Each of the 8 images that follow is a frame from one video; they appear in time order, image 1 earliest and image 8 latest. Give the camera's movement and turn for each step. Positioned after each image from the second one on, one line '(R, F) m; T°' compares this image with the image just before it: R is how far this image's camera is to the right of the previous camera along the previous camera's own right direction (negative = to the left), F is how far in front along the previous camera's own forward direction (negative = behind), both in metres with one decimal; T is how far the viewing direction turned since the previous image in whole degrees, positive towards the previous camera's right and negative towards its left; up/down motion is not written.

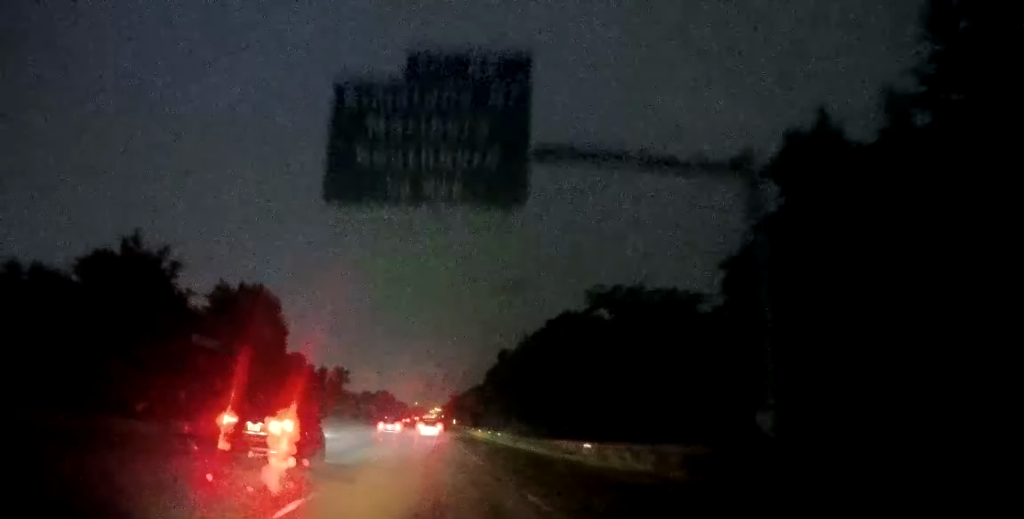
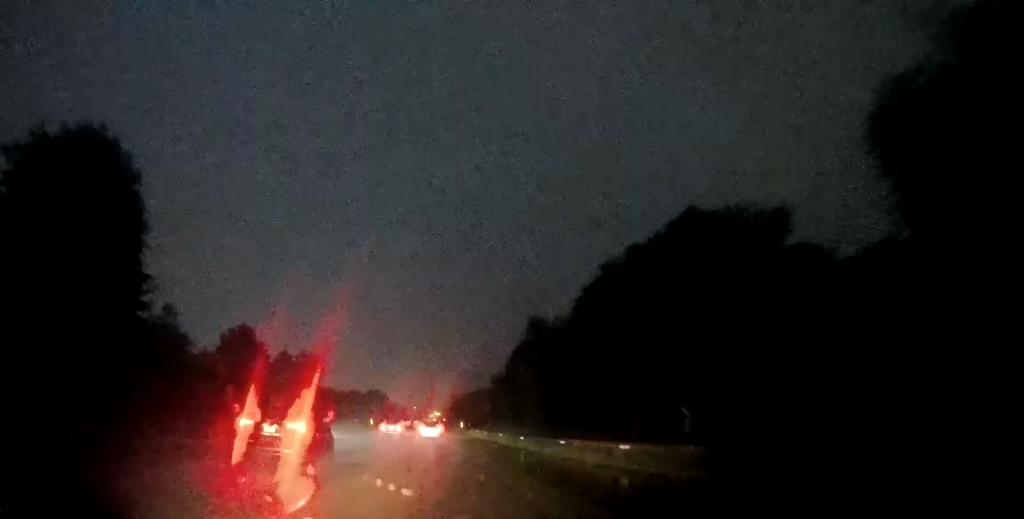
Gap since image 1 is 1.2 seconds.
(+0.7, +35.6) m; 0°
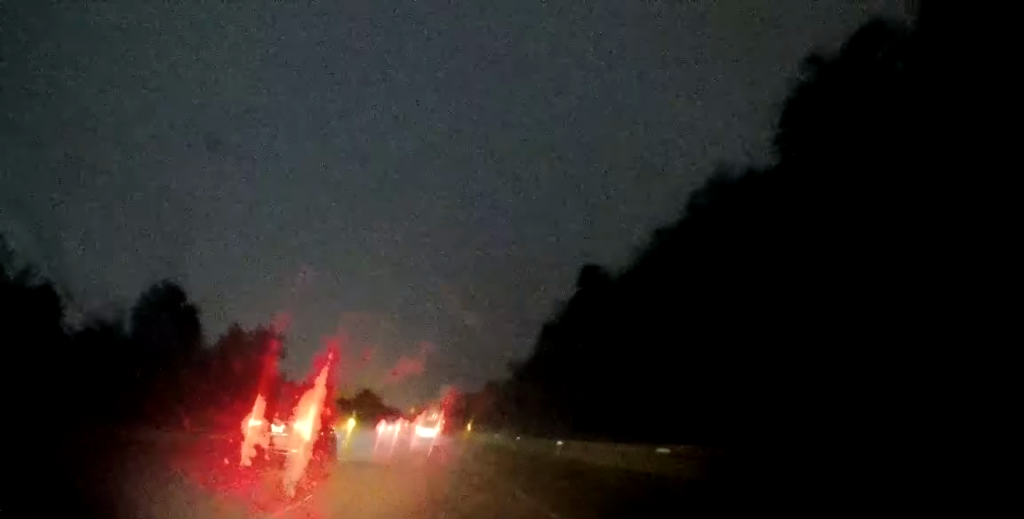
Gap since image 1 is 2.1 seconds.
(-0.5, +26.0) m; 0°
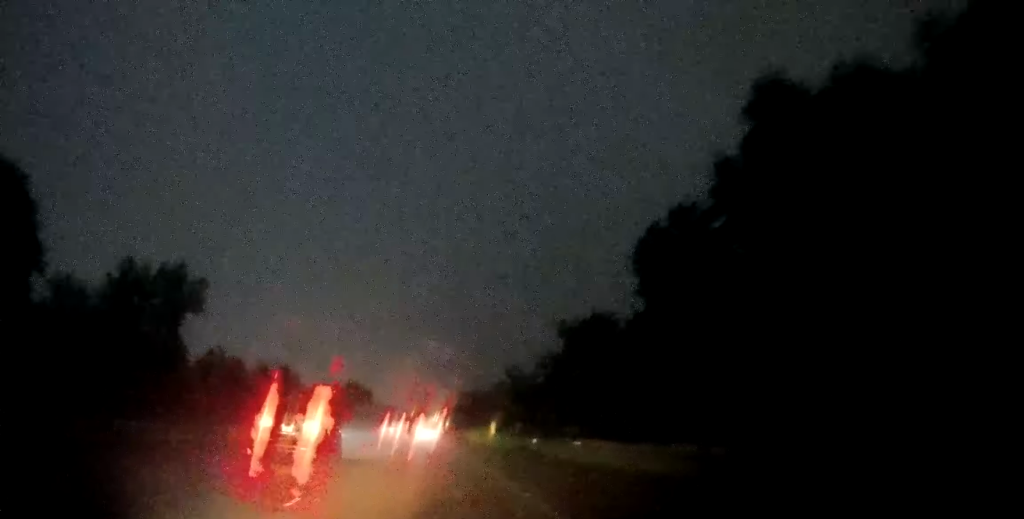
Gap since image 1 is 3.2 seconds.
(+0.3, +29.9) m; +1°
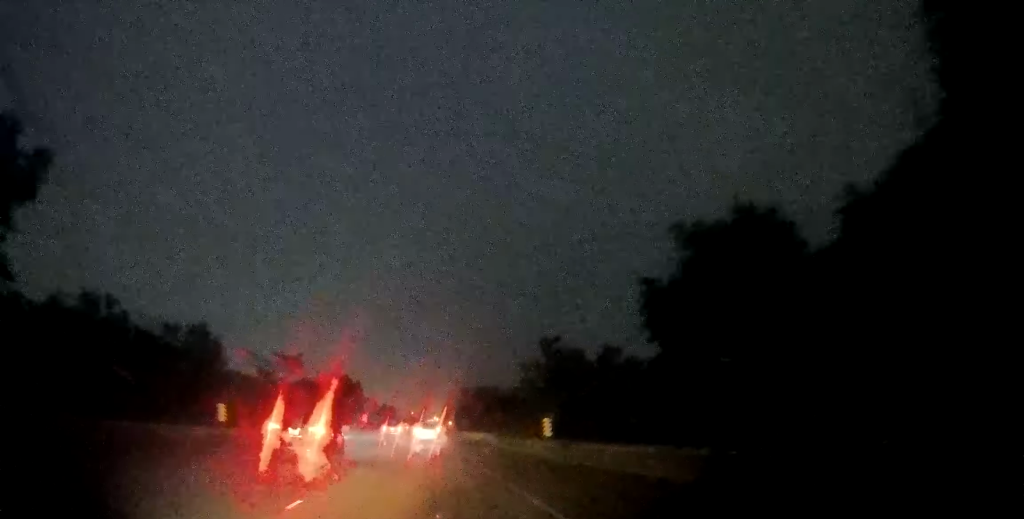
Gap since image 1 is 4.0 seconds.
(+0.2, +25.2) m; -1°
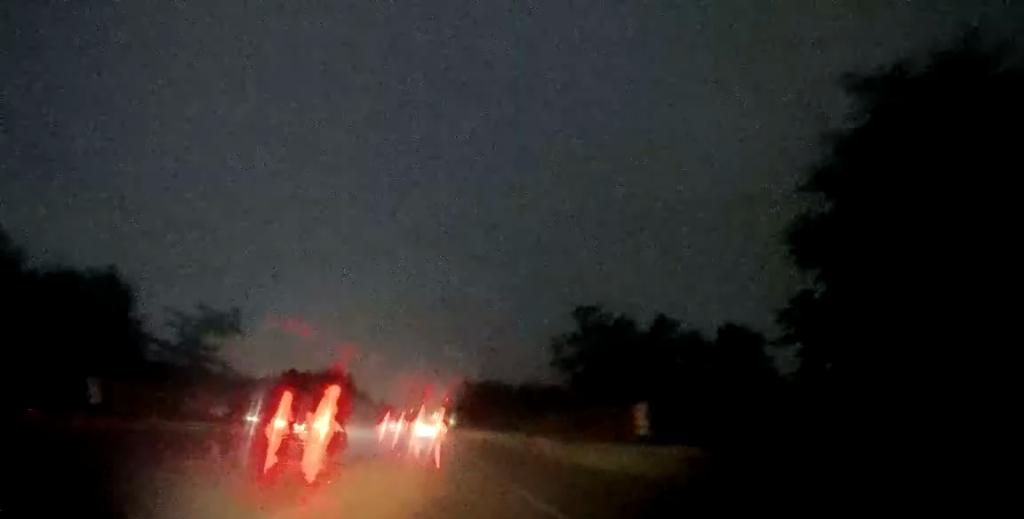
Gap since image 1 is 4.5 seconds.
(0.0, +13.6) m; 0°
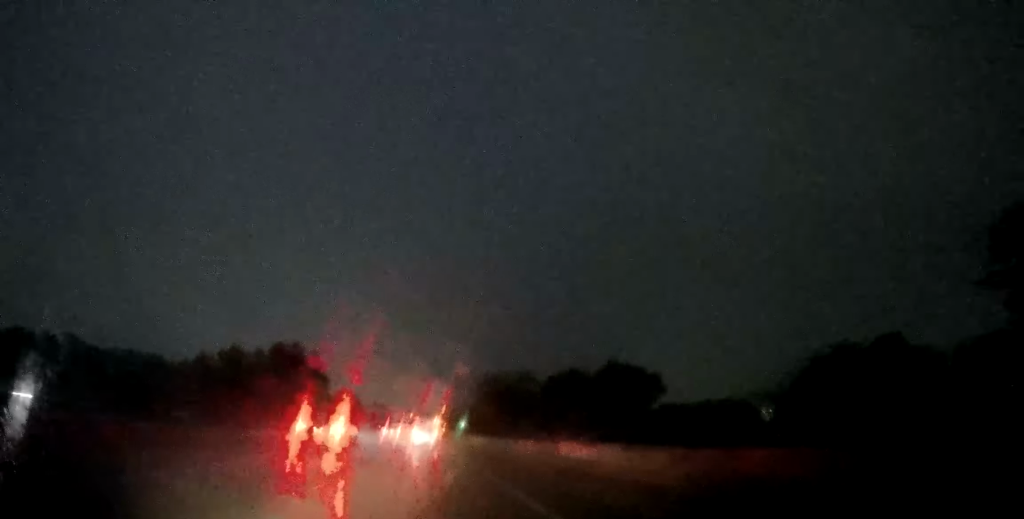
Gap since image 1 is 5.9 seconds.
(-0.5, +40.9) m; 0°
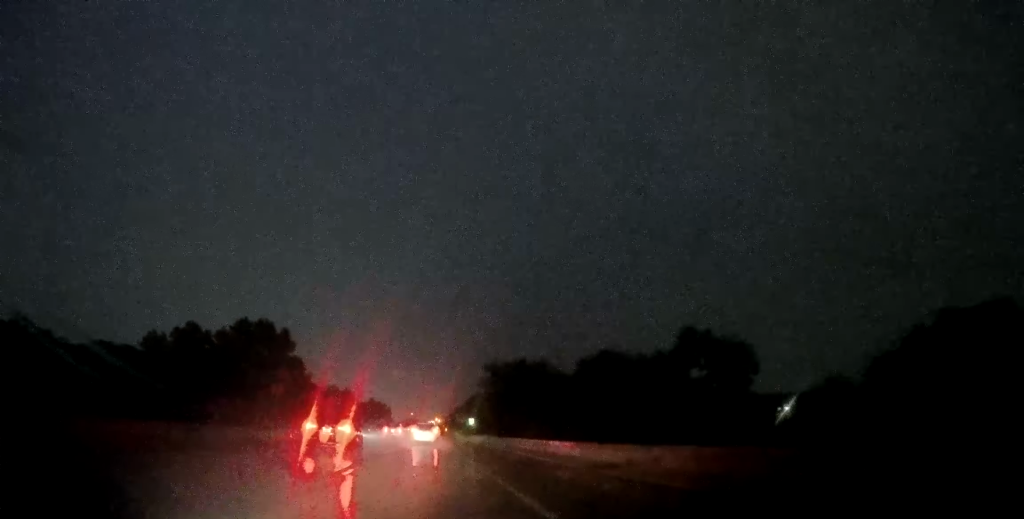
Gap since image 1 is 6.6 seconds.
(+0.1, +17.9) m; 0°
